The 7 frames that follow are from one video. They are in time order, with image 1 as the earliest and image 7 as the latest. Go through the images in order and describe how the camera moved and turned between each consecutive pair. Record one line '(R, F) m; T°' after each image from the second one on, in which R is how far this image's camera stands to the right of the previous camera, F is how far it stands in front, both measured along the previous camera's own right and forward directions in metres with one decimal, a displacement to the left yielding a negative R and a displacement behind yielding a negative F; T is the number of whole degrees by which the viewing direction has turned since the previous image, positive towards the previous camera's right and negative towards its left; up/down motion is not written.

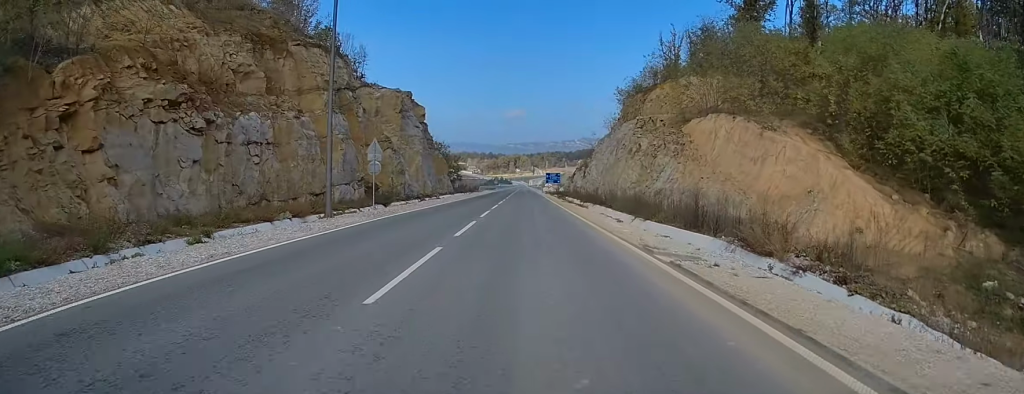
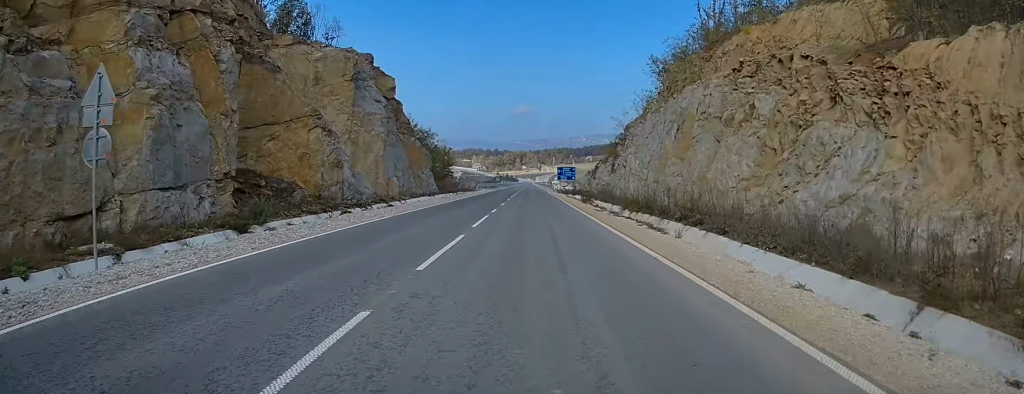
(-0.1, +23.6) m; -1°
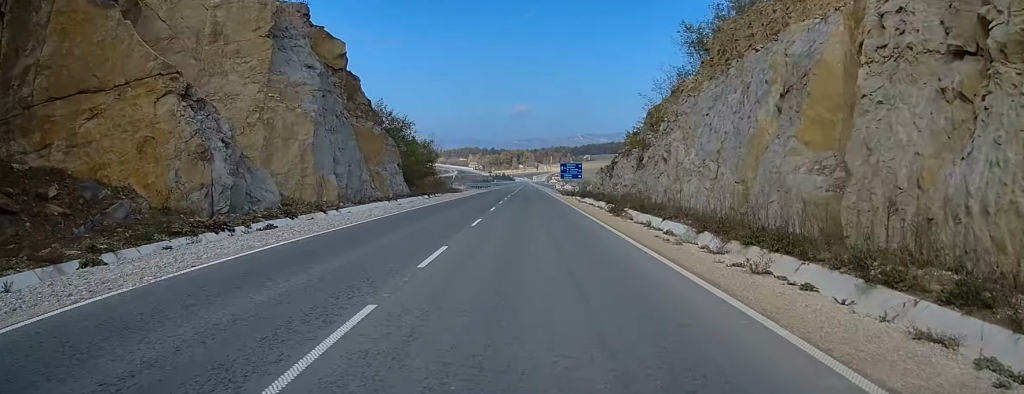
(-0.1, +17.7) m; 0°
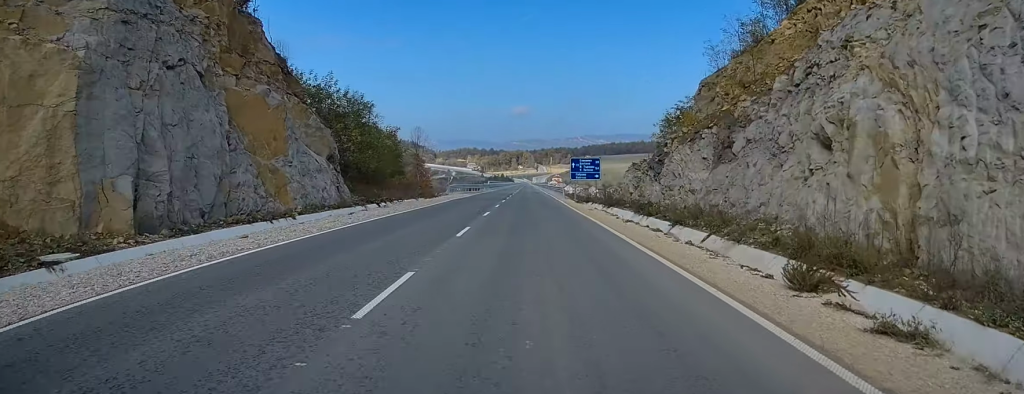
(+0.2, +21.1) m; 0°
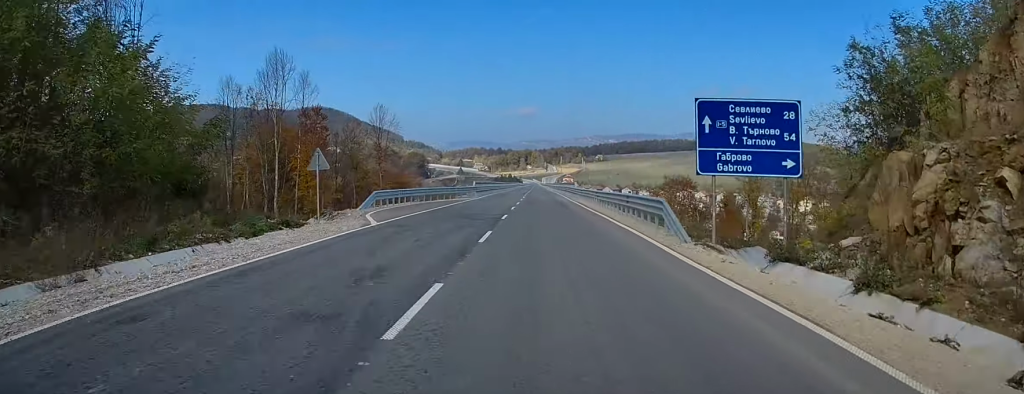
(0.0, +44.9) m; 0°
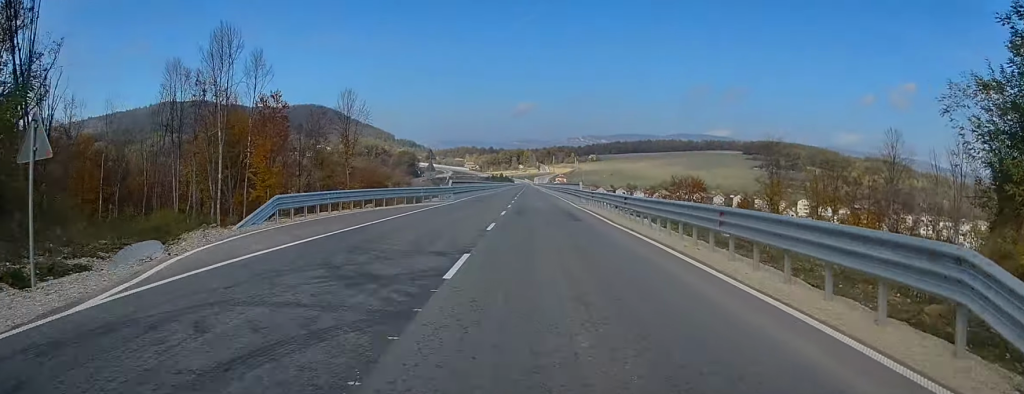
(0.0, +14.9) m; +1°
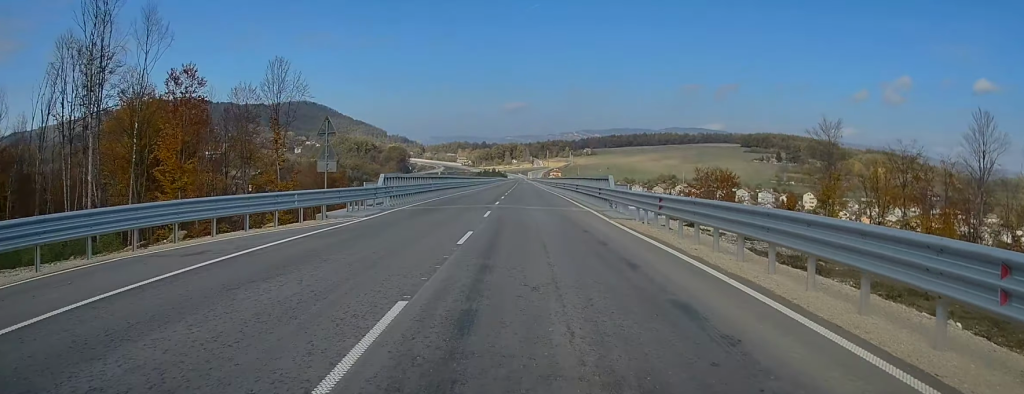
(+0.1, +22.9) m; +1°
